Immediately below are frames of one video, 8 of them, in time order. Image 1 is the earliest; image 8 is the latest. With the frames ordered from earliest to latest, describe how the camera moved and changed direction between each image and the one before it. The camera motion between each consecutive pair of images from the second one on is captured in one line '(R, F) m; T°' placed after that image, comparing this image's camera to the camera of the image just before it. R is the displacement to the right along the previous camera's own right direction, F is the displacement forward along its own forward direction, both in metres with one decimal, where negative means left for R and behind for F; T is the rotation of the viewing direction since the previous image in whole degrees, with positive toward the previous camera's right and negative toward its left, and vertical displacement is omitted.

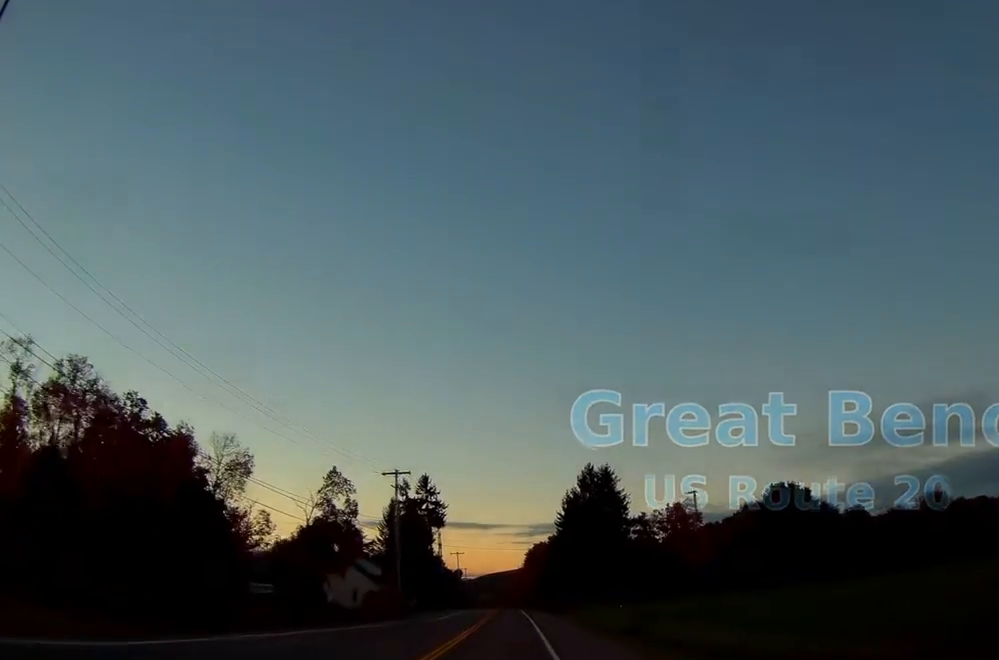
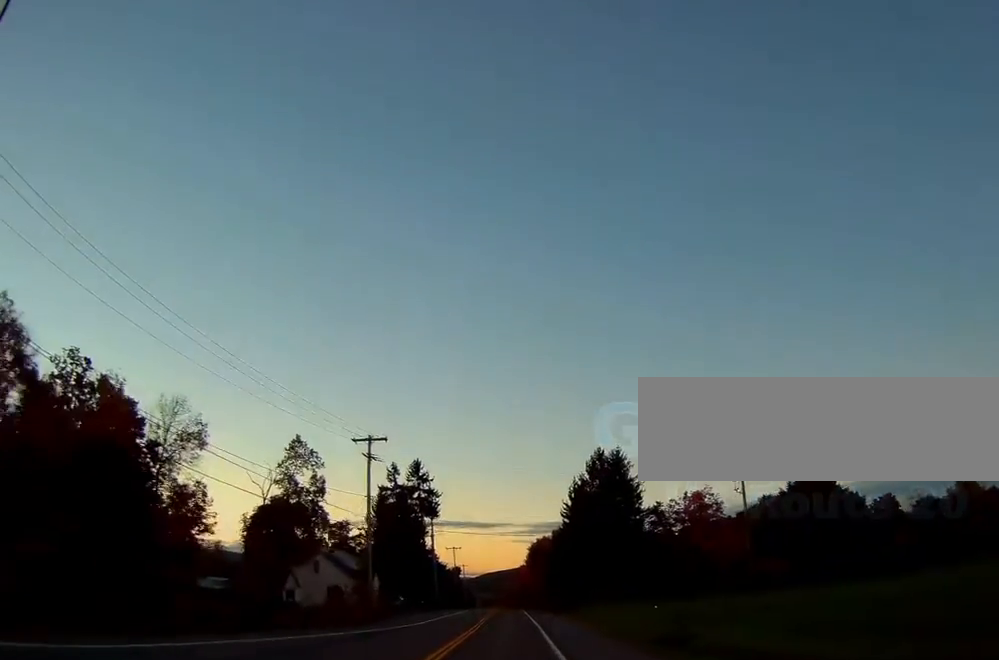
(+0.1, +12.3) m; 0°
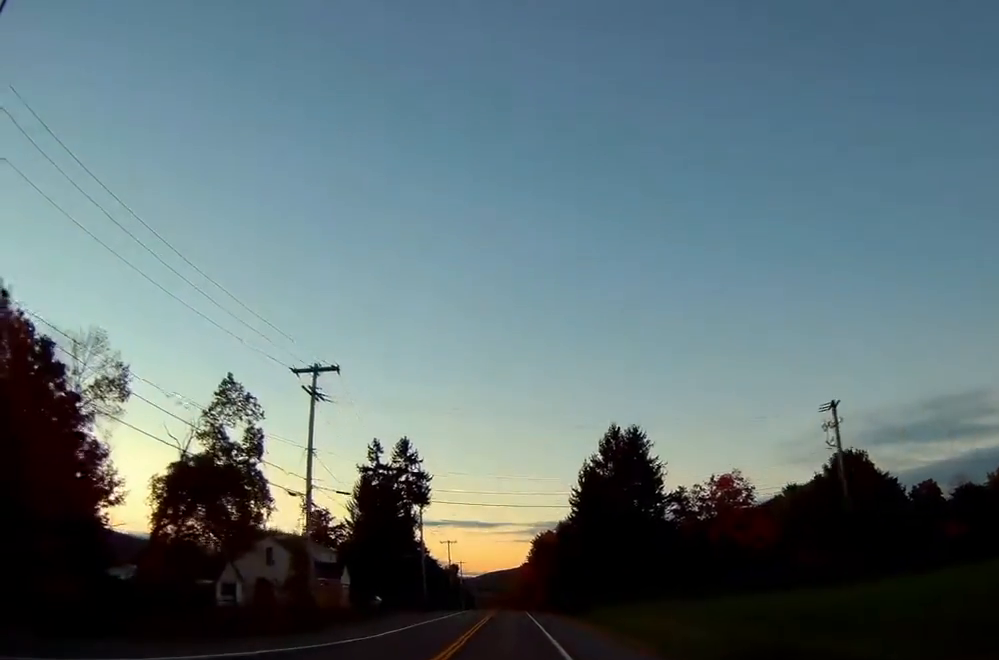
(0.0, +14.8) m; 0°
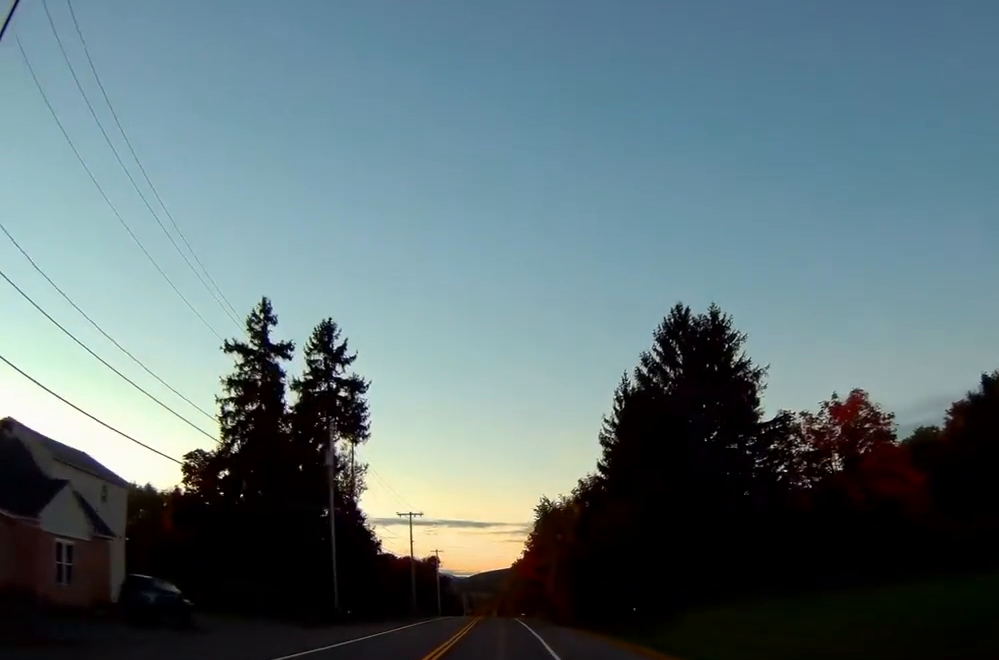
(-0.1, +41.0) m; 0°
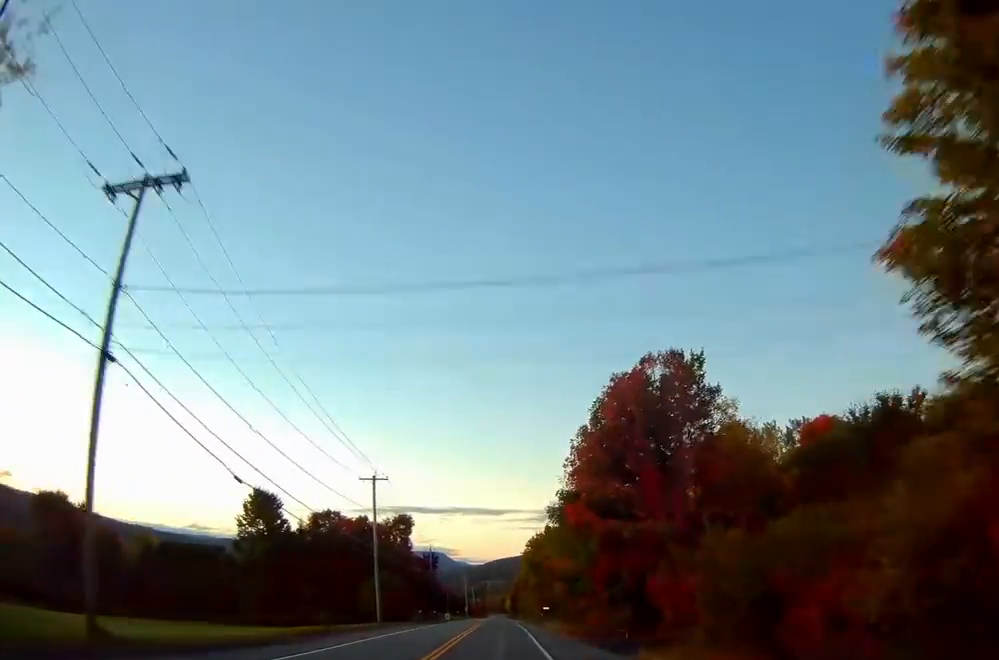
(-0.5, +67.3) m; 0°
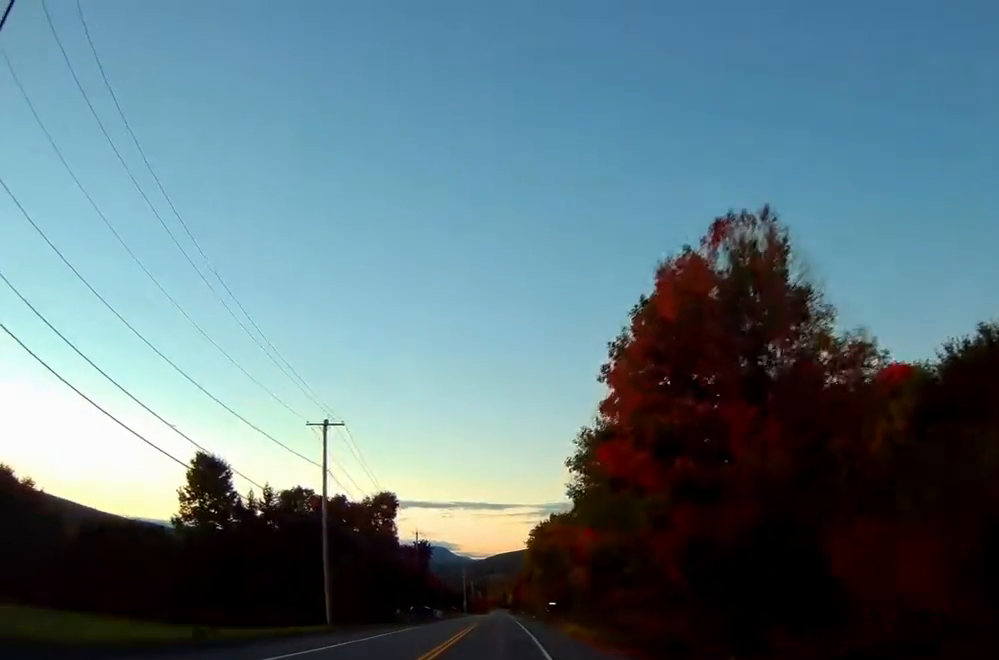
(+0.2, +16.5) m; 0°
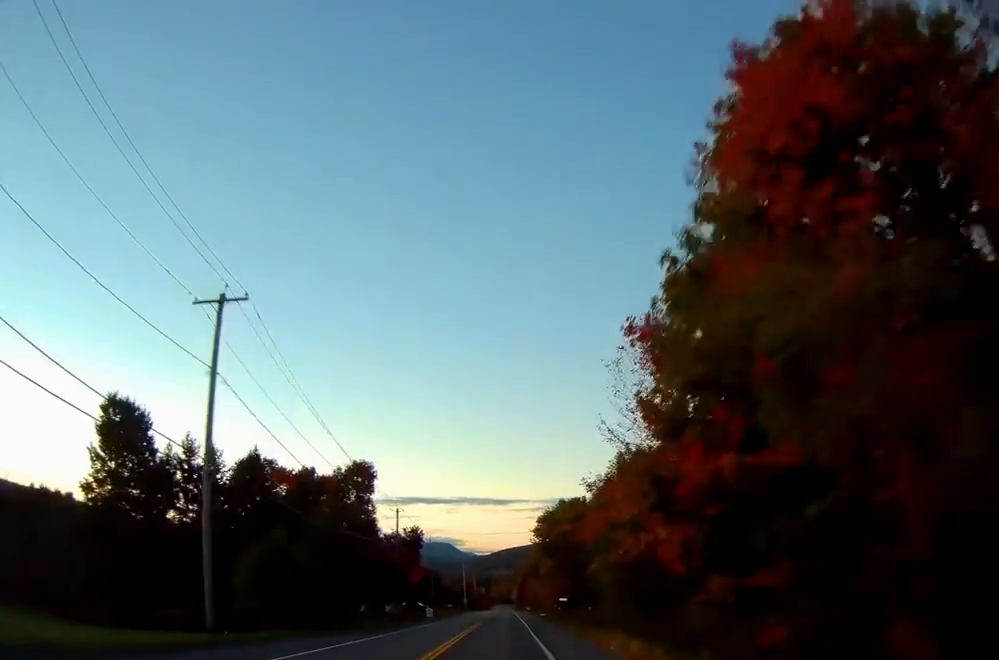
(+0.1, +17.3) m; 0°
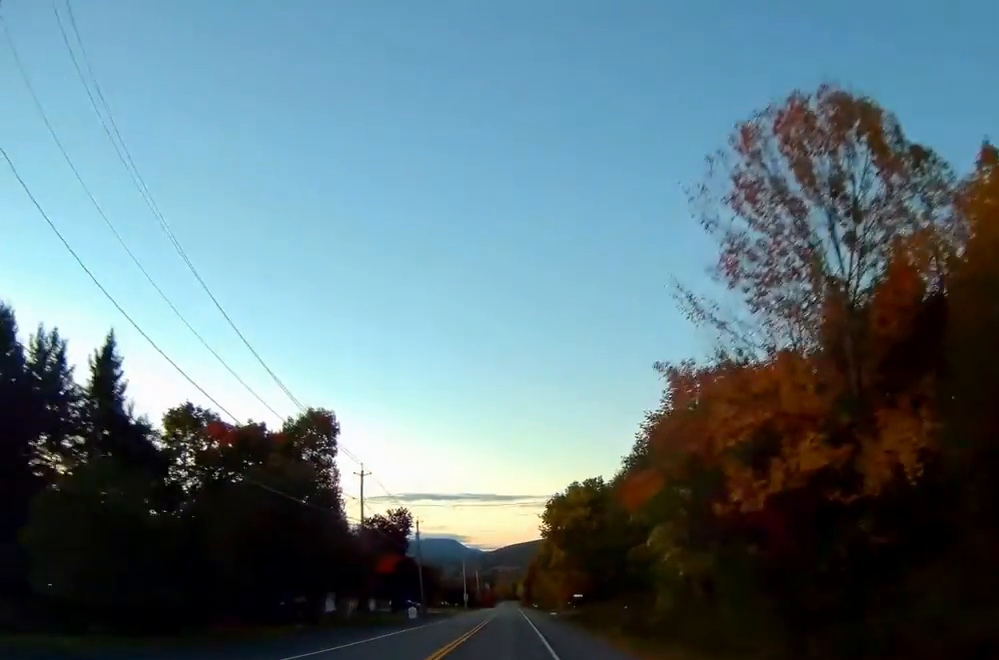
(-0.2, +18.1) m; -1°
